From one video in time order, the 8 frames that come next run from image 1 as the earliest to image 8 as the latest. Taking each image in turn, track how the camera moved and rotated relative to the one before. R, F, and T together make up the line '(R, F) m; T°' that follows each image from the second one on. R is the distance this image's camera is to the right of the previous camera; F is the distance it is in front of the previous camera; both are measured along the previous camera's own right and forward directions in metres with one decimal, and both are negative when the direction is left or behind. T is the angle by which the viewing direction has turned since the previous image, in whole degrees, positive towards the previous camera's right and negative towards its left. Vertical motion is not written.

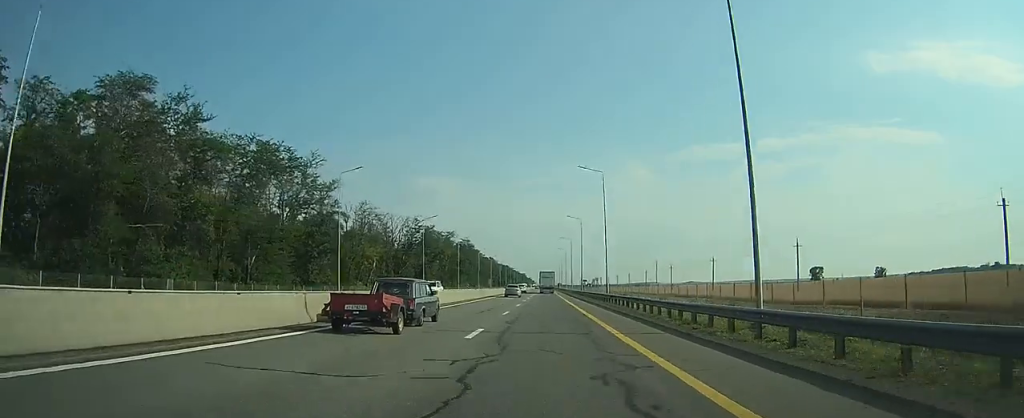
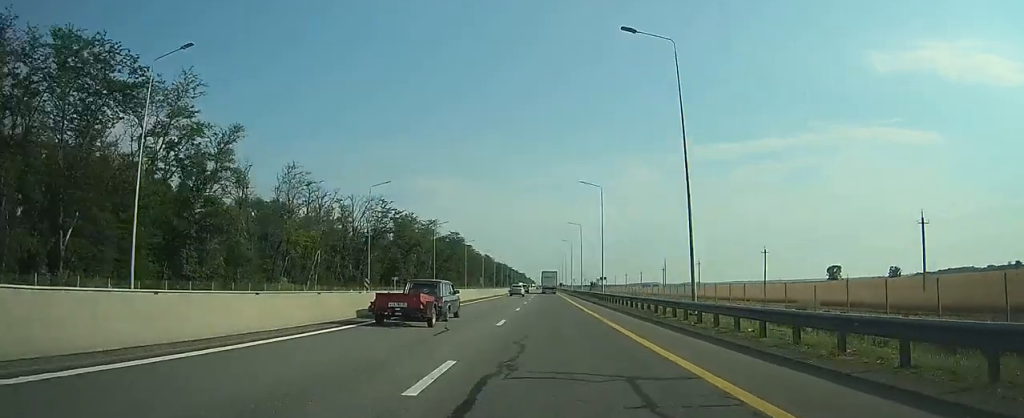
(+0.1, +31.3) m; 0°
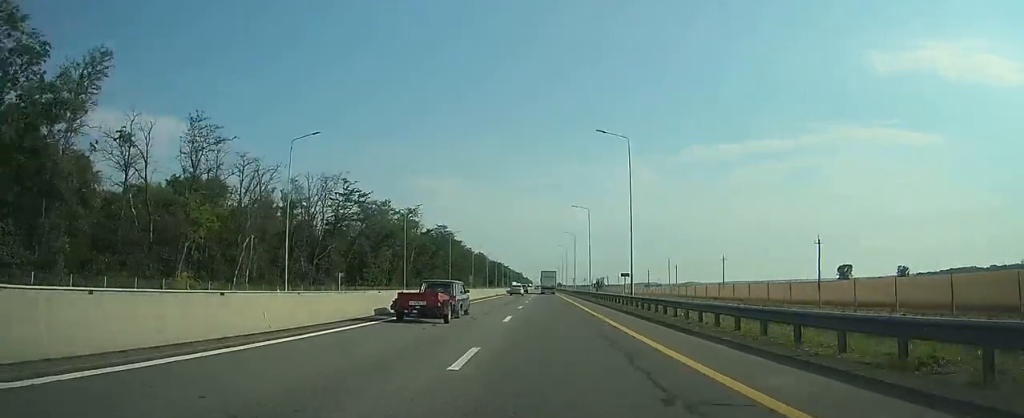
(0.0, +21.7) m; 0°
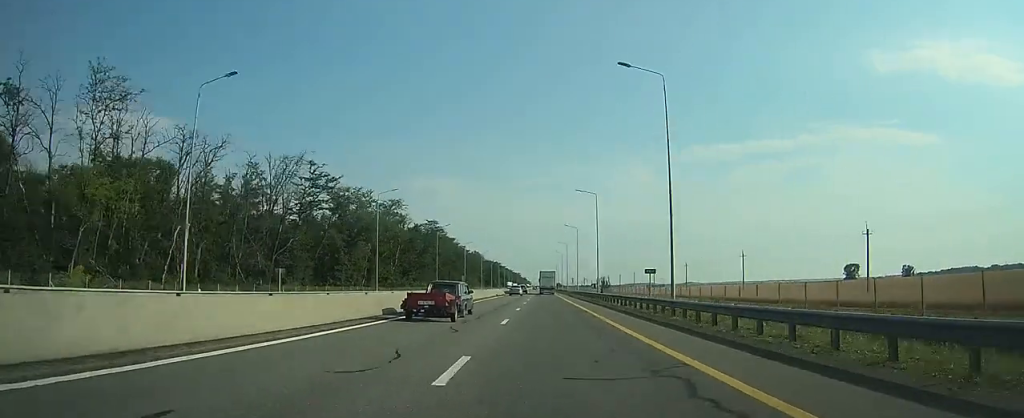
(0.0, +13.6) m; 0°
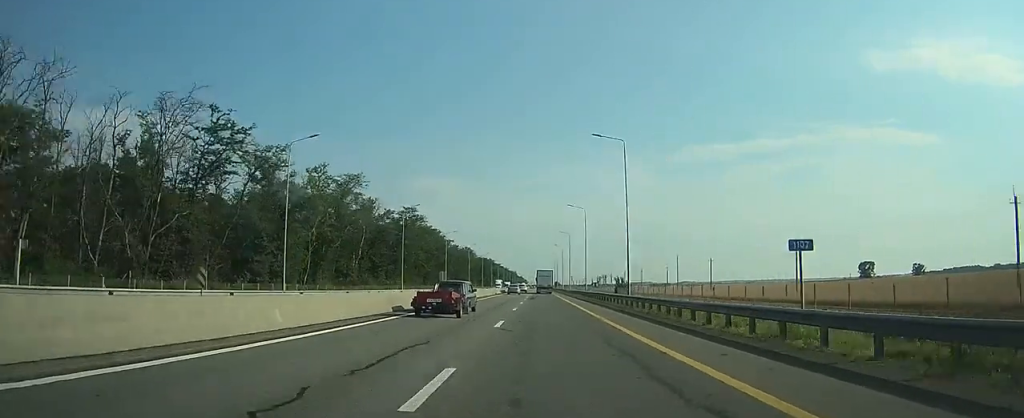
(0.0, +25.5) m; 0°
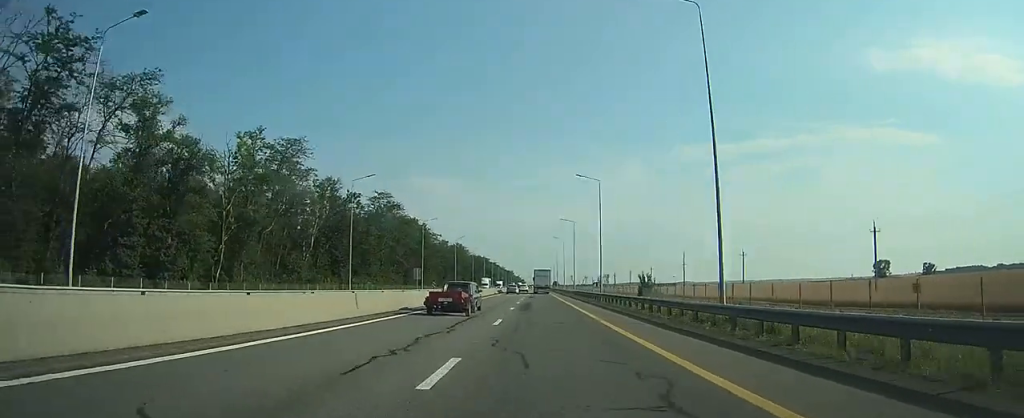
(0.0, +22.9) m; 0°
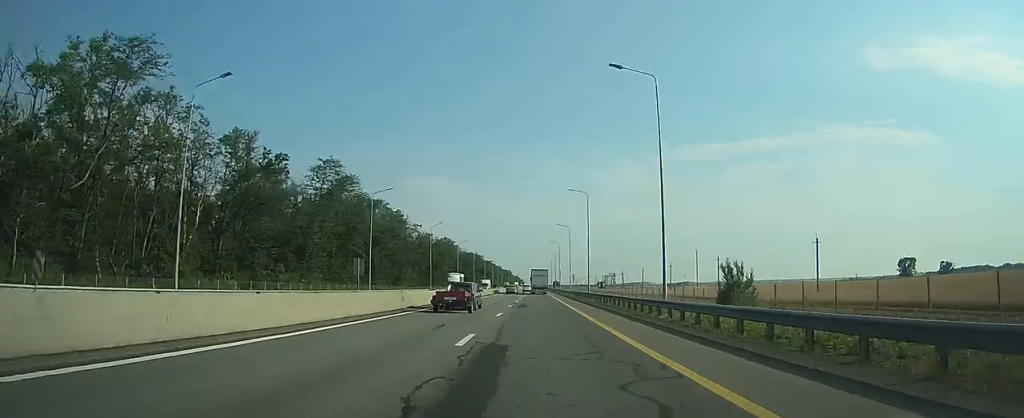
(+0.2, +31.2) m; 0°
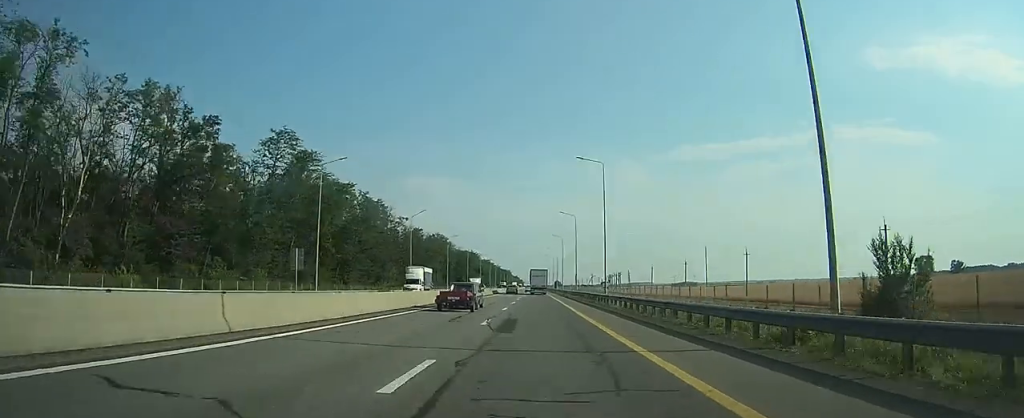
(+0.1, +17.4) m; 0°
